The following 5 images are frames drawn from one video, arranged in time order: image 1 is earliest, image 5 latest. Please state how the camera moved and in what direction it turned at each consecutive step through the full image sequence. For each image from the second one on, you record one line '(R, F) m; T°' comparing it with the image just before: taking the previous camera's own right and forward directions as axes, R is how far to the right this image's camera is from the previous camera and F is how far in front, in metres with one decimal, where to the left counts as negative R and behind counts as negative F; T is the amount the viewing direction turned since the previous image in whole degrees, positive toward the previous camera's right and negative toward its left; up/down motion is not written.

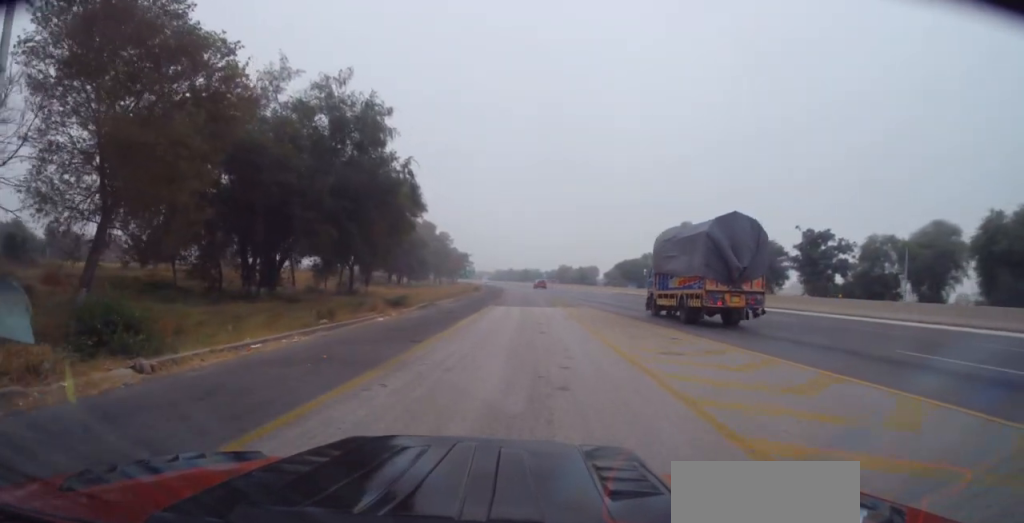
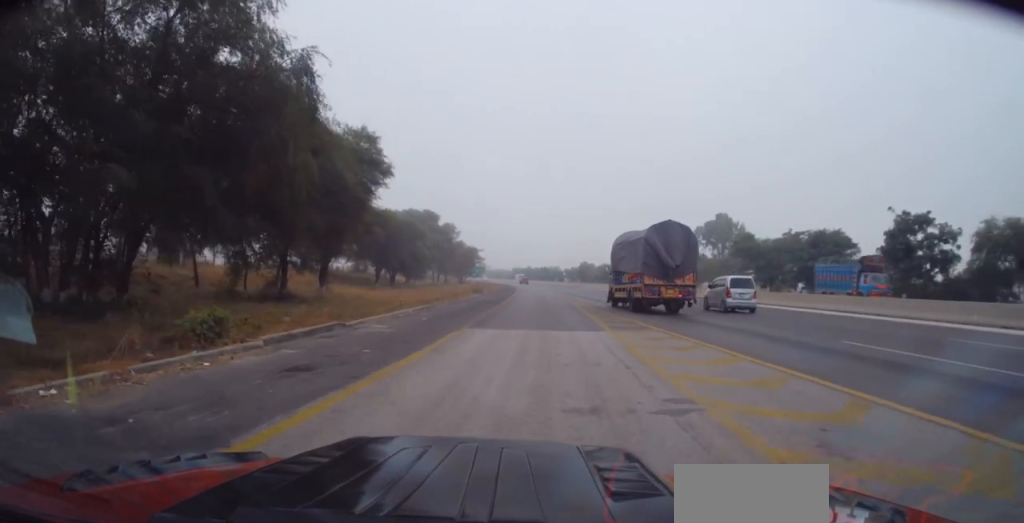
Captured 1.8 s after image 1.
(+0.1, +16.4) m; 0°
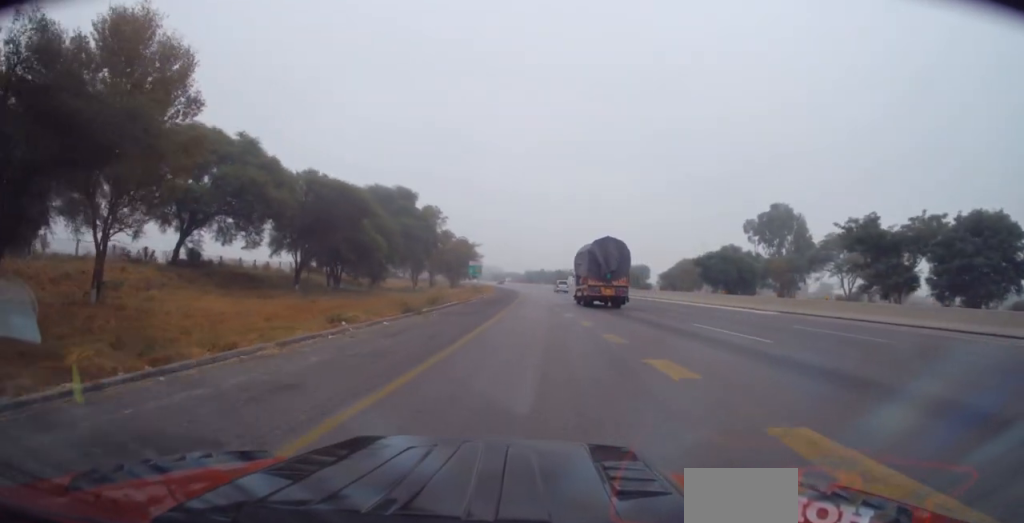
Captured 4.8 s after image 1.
(-1.2, +28.8) m; -2°
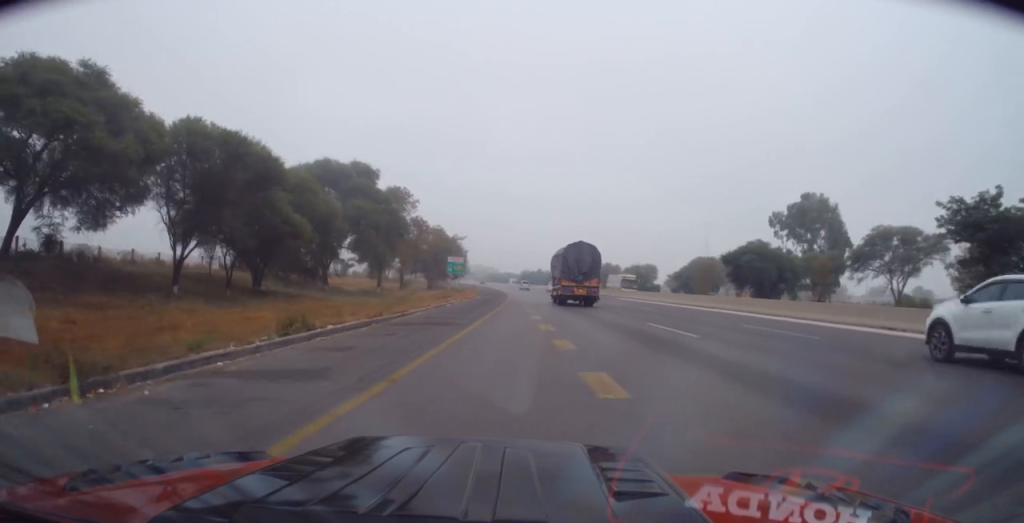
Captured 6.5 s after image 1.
(+0.2, +16.6) m; +1°
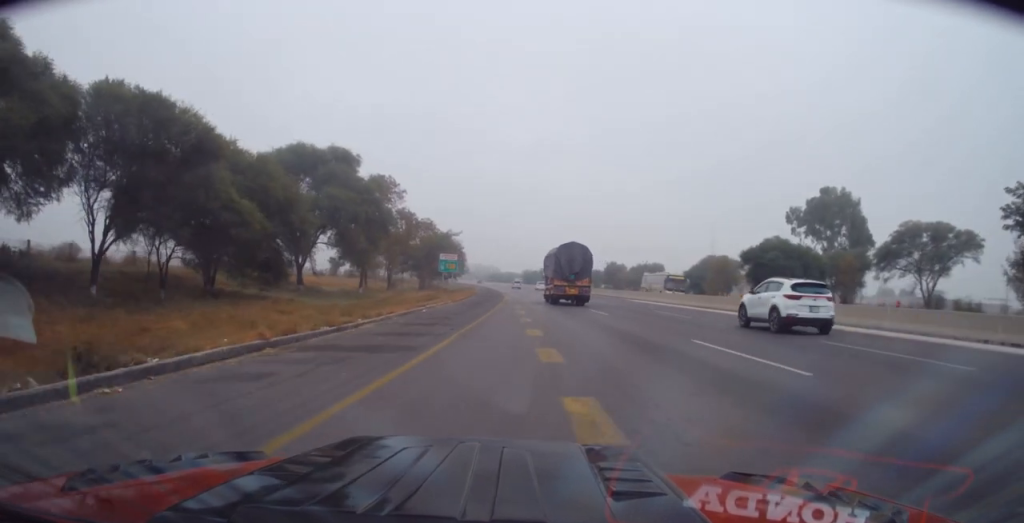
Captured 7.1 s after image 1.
(0.0, +7.0) m; -1°
